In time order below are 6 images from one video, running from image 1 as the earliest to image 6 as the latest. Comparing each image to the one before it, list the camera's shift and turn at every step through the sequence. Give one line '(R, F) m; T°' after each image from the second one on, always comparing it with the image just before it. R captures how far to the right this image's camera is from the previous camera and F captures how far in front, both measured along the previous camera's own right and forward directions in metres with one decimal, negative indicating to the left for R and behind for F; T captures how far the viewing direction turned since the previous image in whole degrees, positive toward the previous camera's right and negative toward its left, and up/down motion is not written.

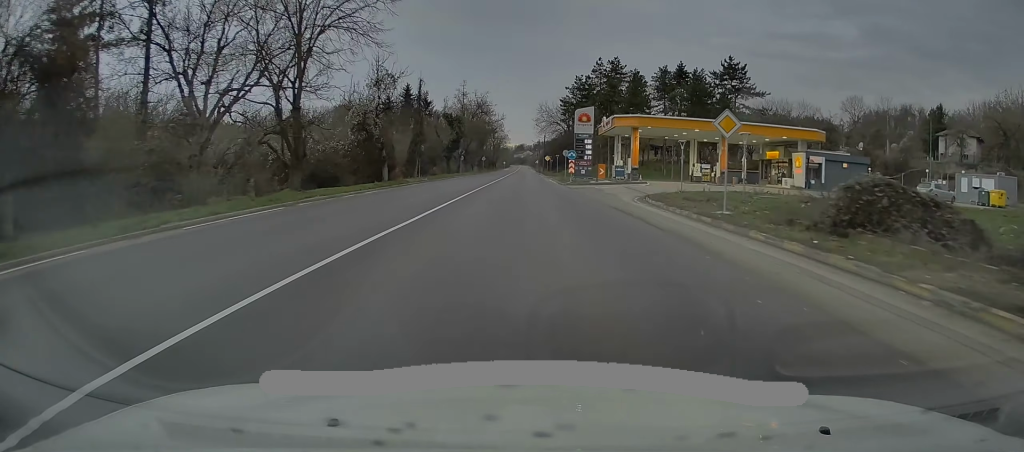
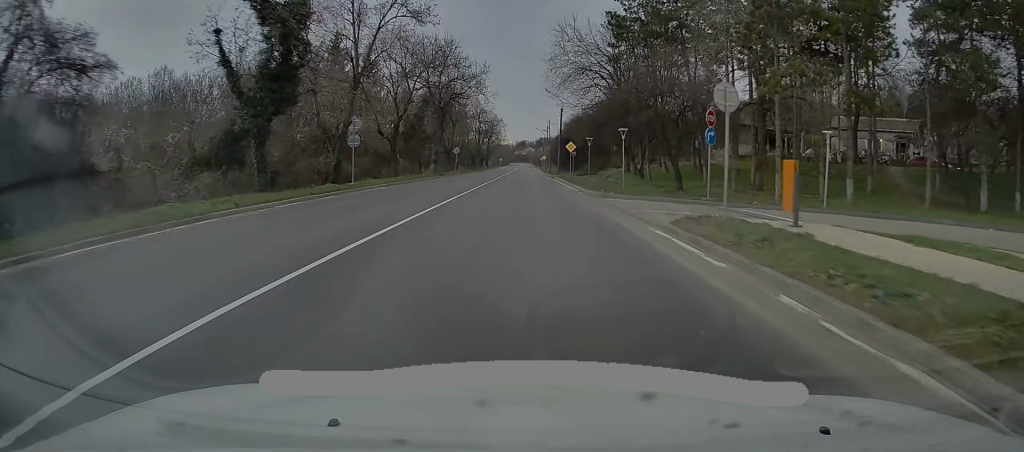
(+0.1, +57.8) m; 0°
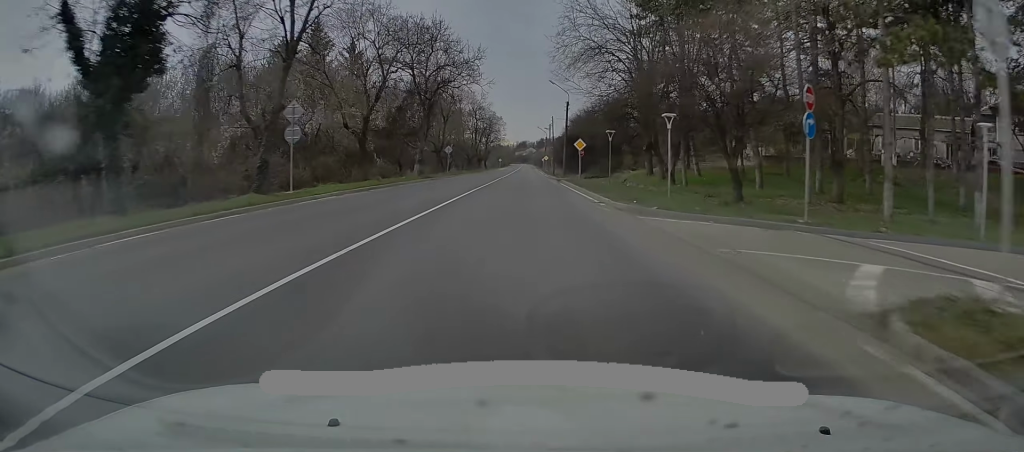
(0.0, +9.2) m; 0°
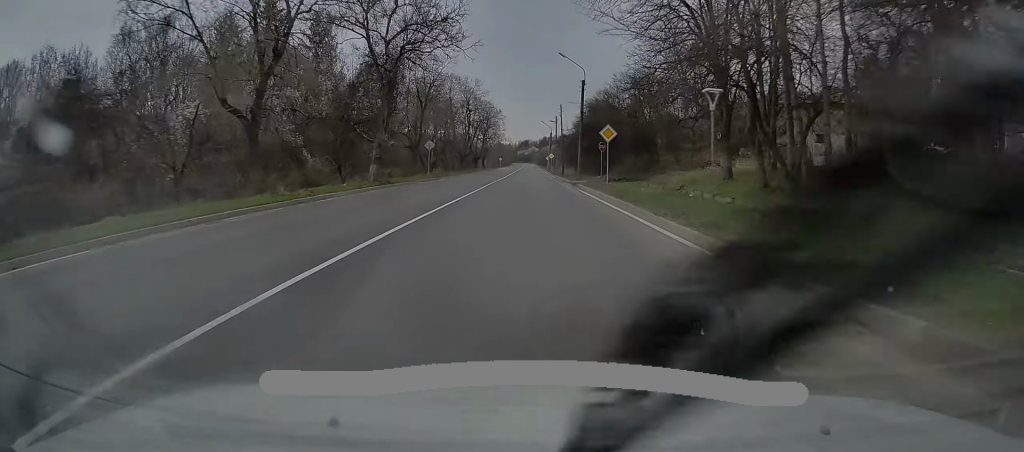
(0.0, +16.0) m; 0°
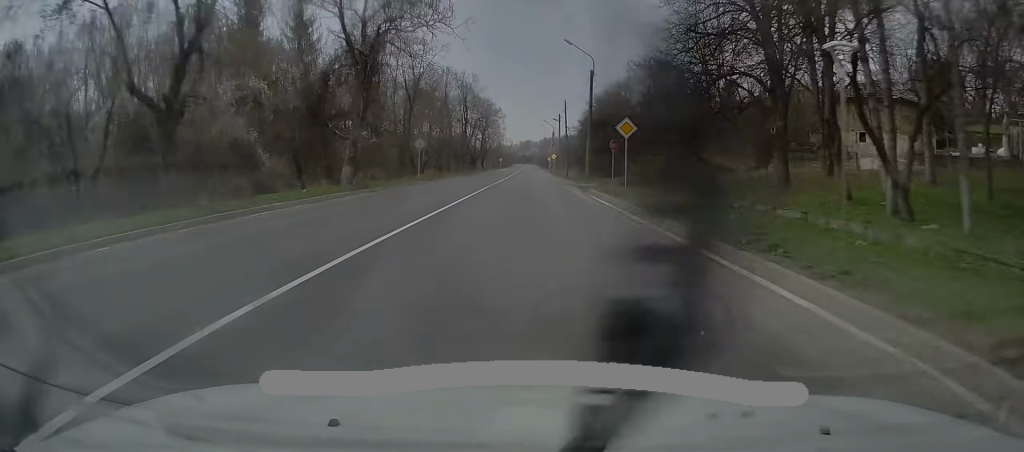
(0.0, +5.8) m; 0°
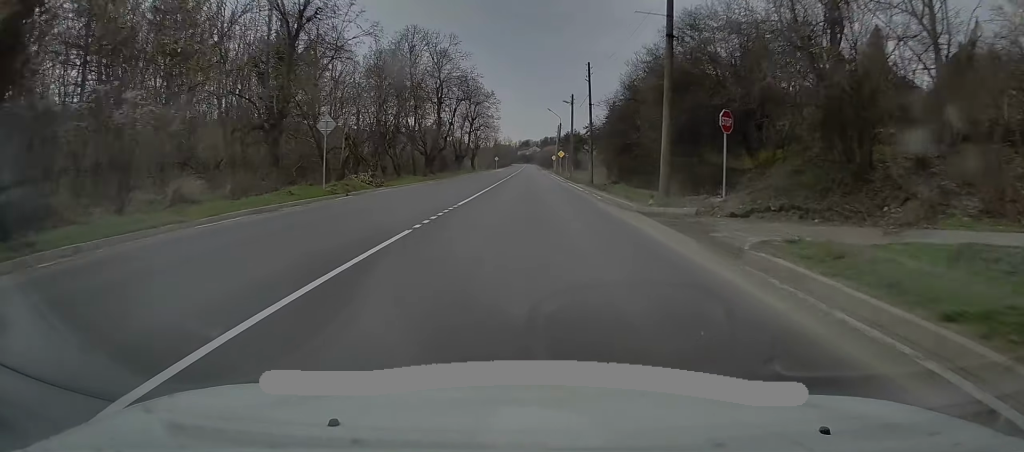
(+0.1, +24.1) m; +1°
